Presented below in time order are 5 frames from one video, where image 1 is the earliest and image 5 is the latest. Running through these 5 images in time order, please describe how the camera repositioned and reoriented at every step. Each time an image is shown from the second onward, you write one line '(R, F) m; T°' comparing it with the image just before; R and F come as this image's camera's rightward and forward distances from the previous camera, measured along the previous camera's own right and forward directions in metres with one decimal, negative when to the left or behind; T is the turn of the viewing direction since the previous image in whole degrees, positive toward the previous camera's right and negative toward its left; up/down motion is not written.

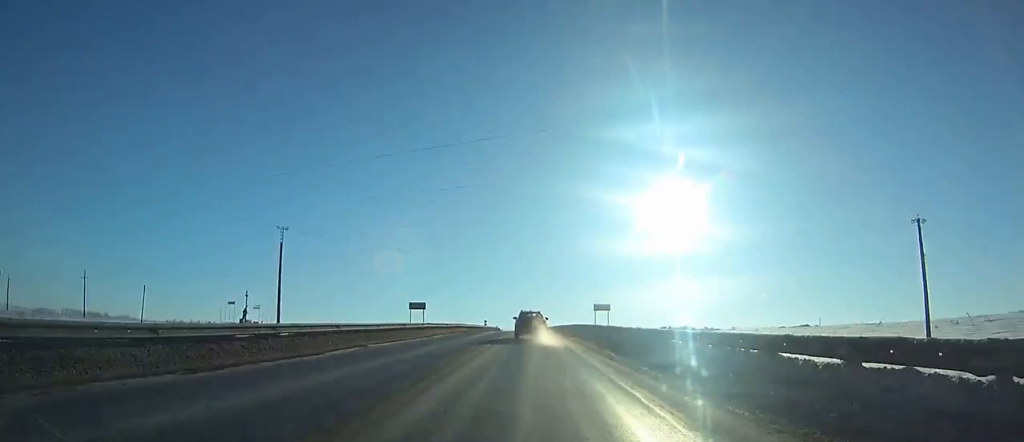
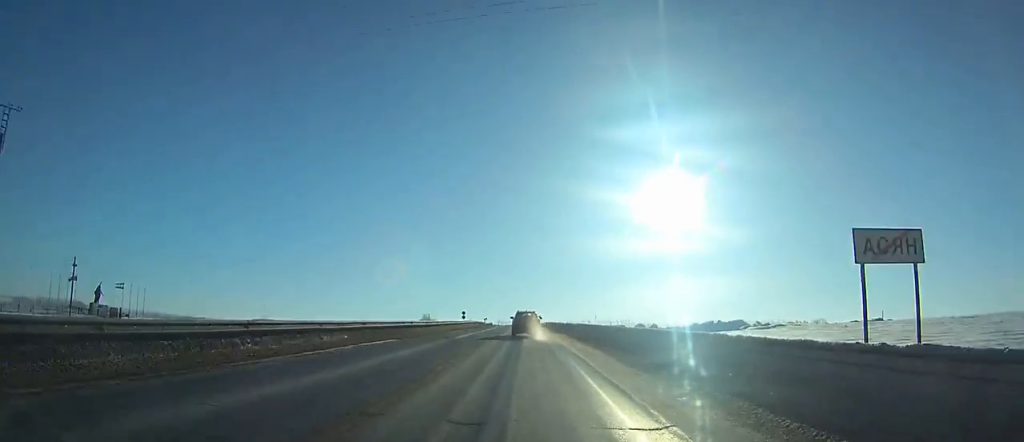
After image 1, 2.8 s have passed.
(0.0, +45.0) m; 0°
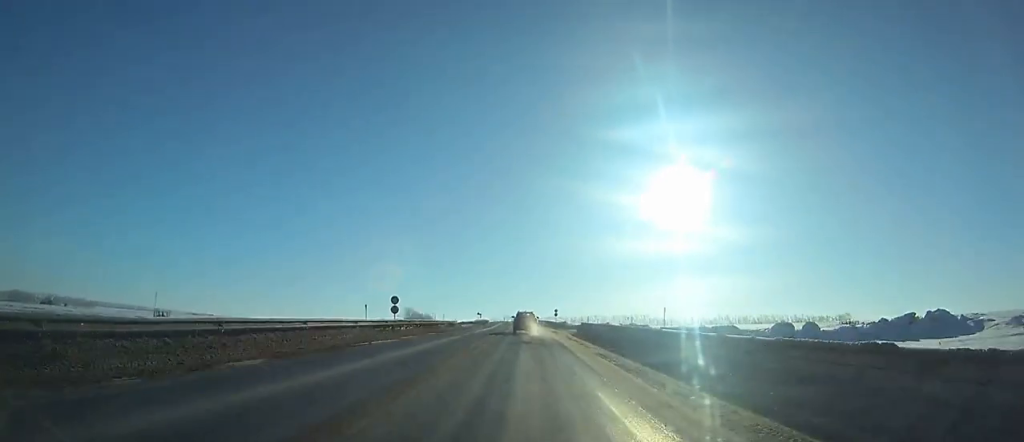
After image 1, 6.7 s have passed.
(-0.2, +61.8) m; -1°
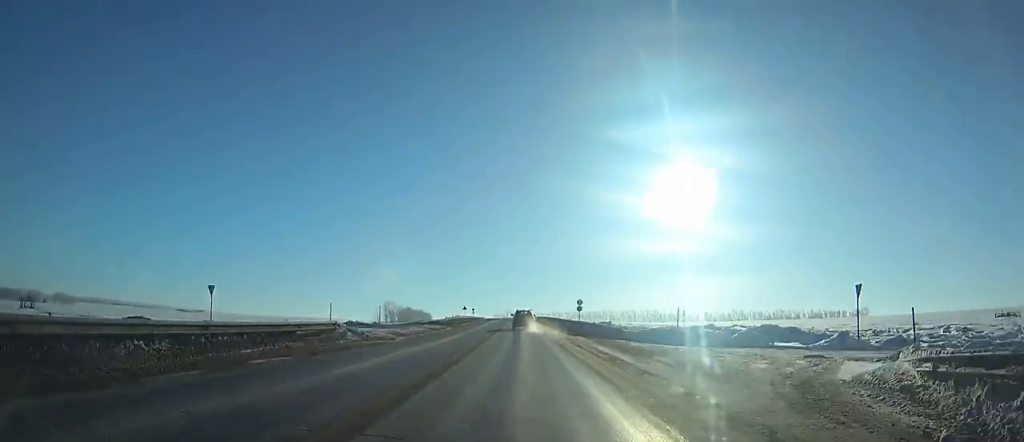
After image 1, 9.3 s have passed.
(-0.2, +40.4) m; -1°
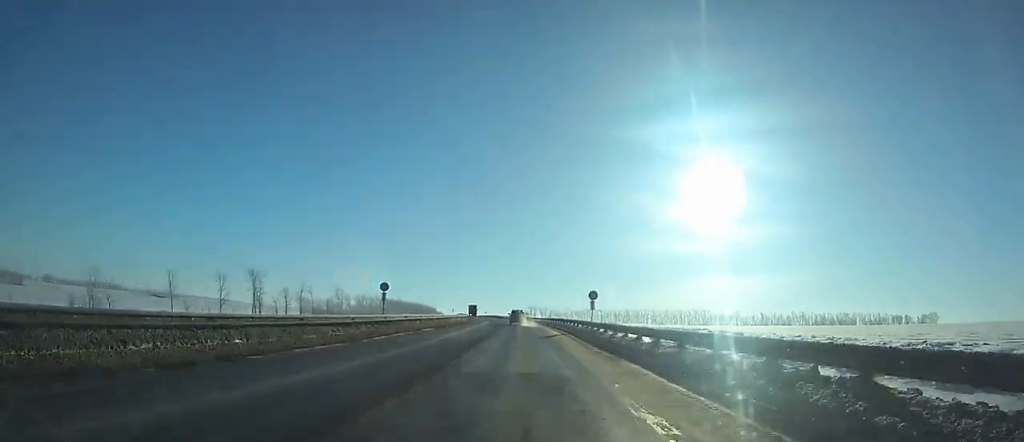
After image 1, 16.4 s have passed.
(-2.2, +123.3) m; -2°
